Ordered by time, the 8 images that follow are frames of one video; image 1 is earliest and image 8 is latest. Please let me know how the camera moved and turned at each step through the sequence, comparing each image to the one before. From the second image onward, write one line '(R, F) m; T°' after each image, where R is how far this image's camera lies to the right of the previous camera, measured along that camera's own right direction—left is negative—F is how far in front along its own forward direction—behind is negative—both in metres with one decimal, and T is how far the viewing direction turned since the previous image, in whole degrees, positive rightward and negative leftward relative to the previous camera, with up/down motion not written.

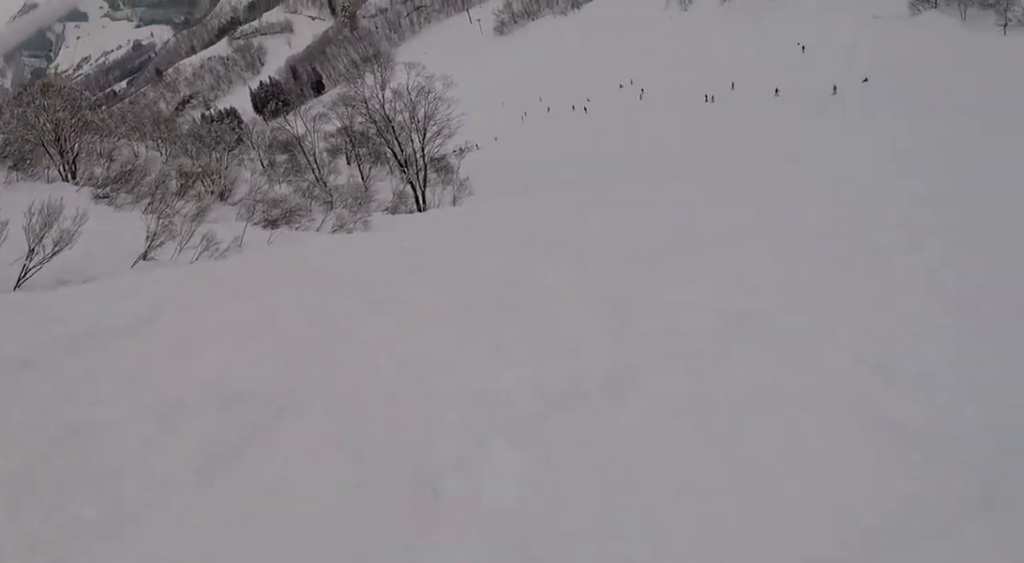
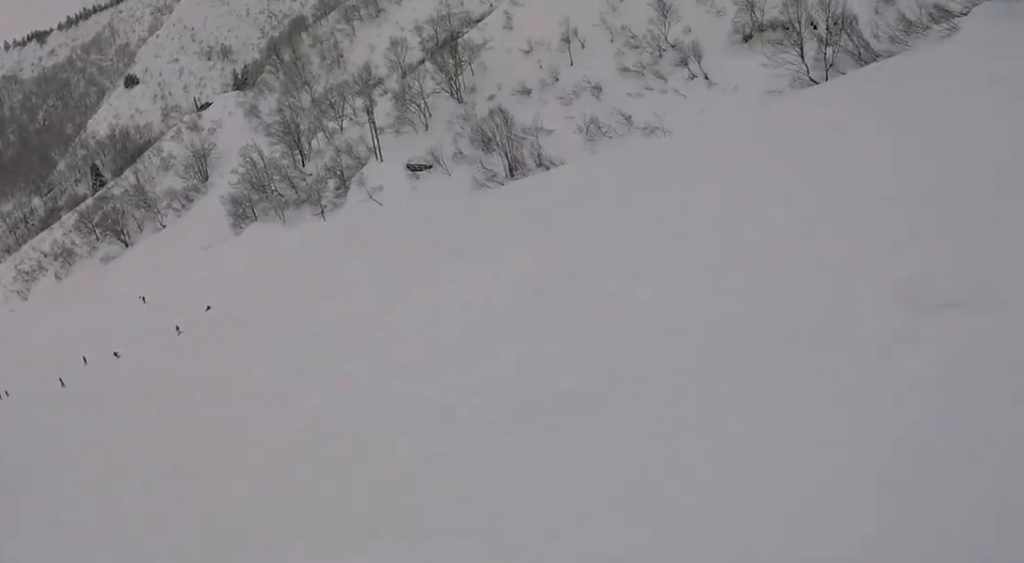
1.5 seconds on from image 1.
(+1.4, +7.5) m; +10°
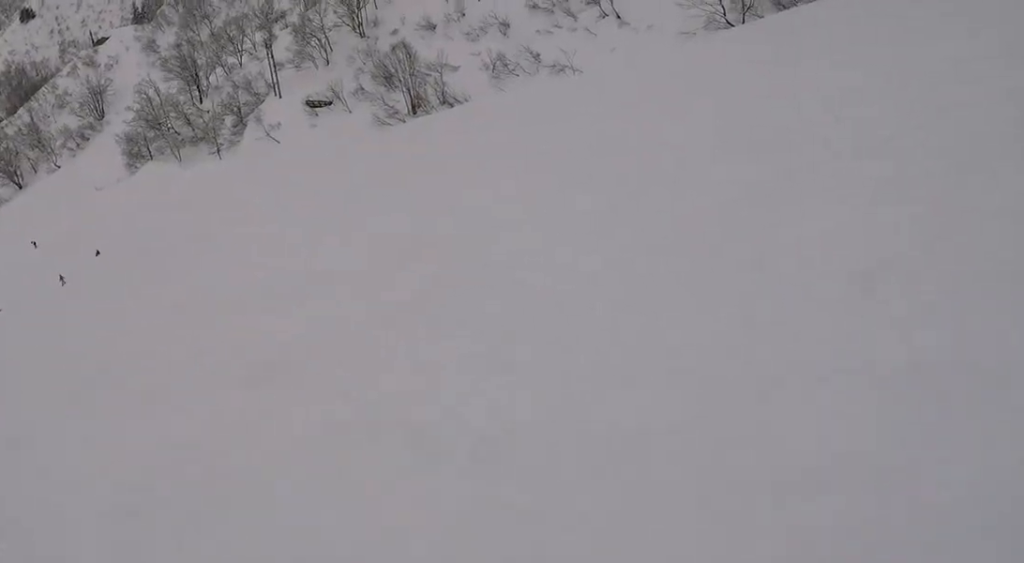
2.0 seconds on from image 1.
(0.0, +2.7) m; -3°
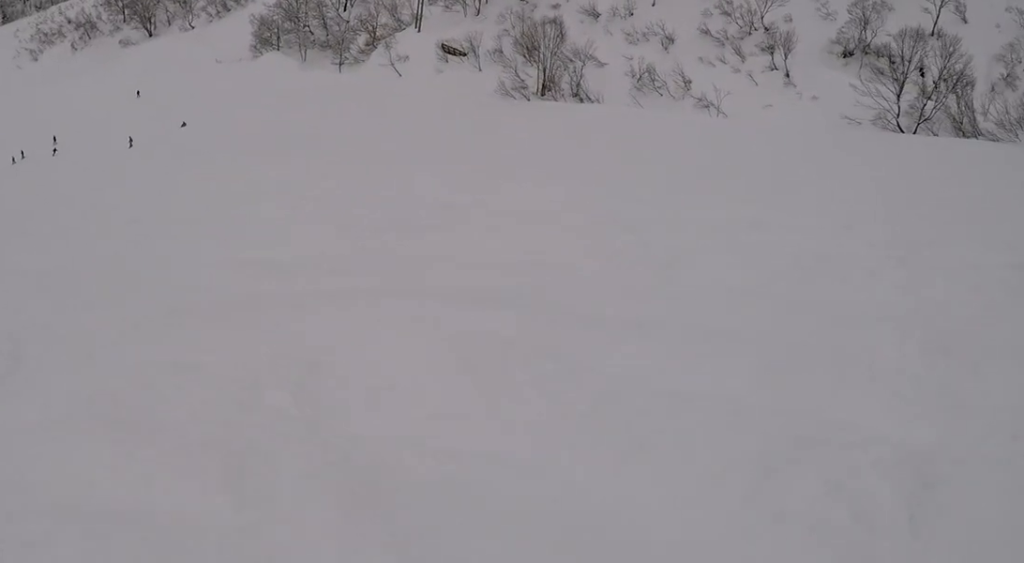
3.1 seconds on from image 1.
(-0.4, +5.3) m; -26°
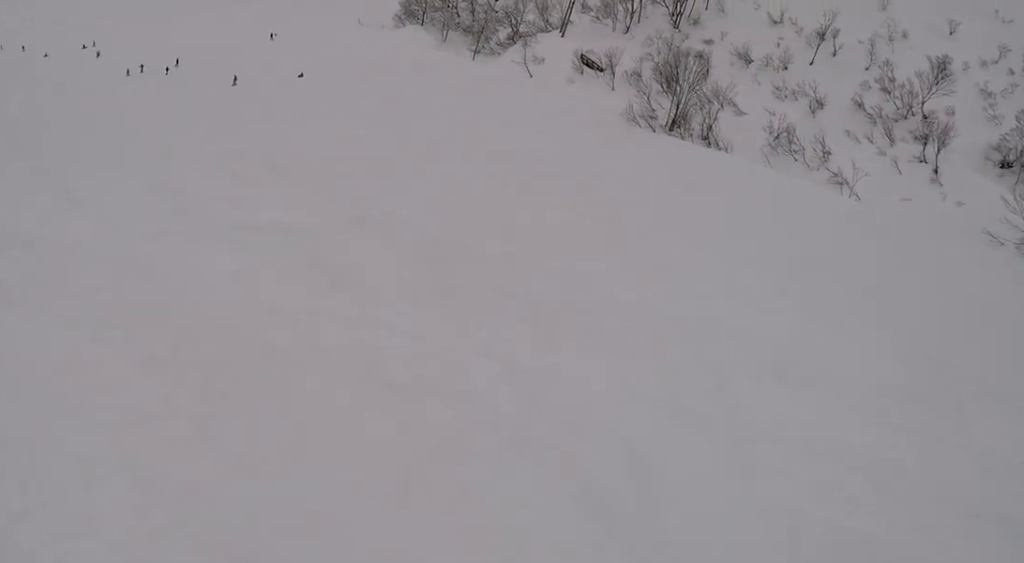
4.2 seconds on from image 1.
(-2.1, +4.9) m; -53°
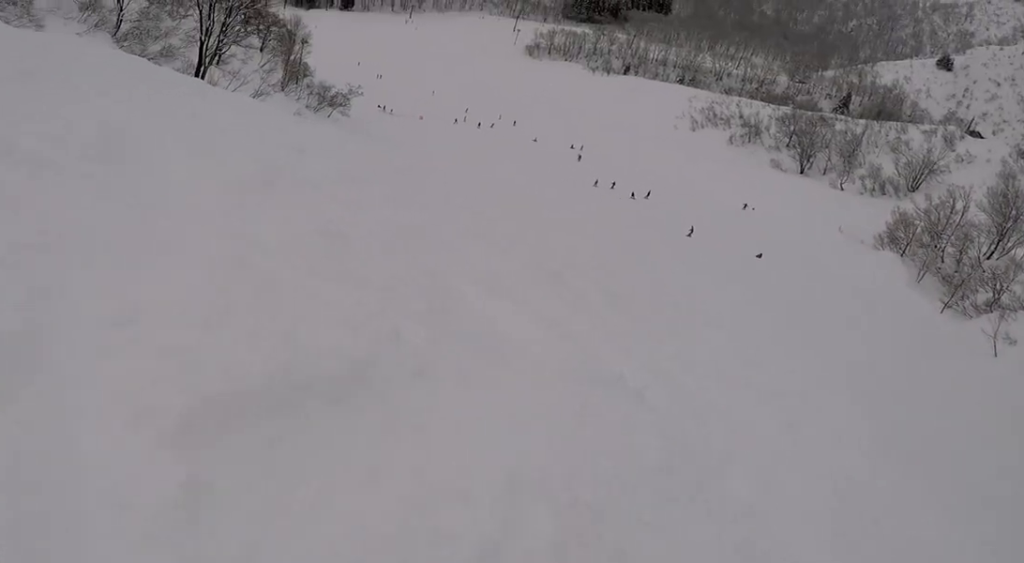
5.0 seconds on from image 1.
(-1.7, +3.6) m; -27°
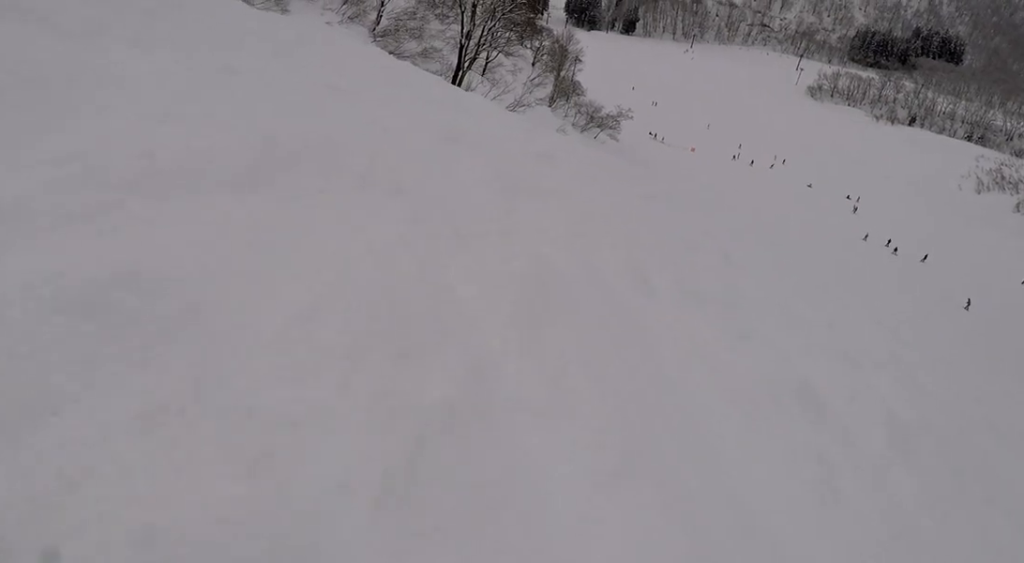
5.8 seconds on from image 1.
(-0.8, +4.1) m; -14°
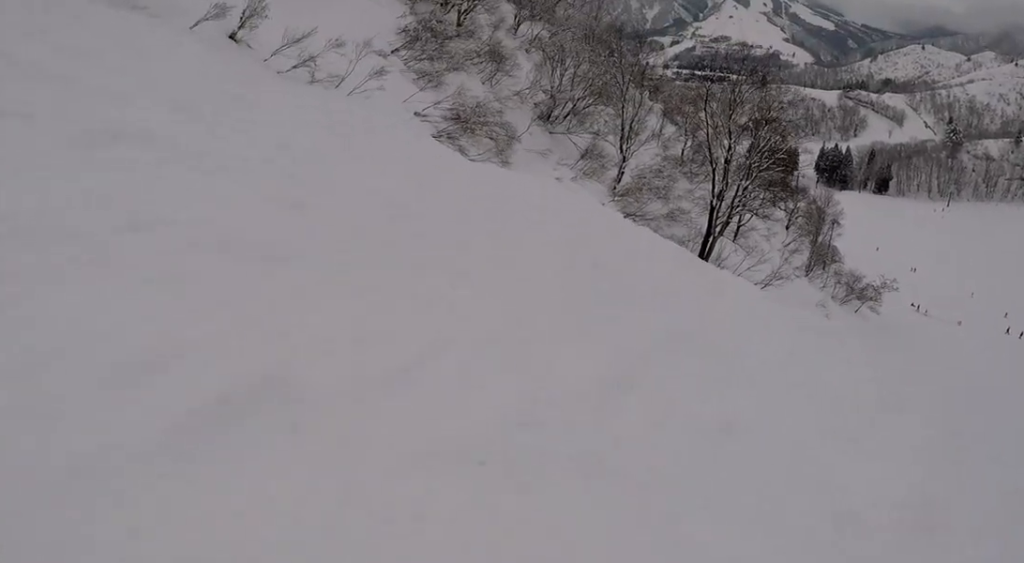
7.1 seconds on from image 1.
(-0.8, +6.2) m; -16°
